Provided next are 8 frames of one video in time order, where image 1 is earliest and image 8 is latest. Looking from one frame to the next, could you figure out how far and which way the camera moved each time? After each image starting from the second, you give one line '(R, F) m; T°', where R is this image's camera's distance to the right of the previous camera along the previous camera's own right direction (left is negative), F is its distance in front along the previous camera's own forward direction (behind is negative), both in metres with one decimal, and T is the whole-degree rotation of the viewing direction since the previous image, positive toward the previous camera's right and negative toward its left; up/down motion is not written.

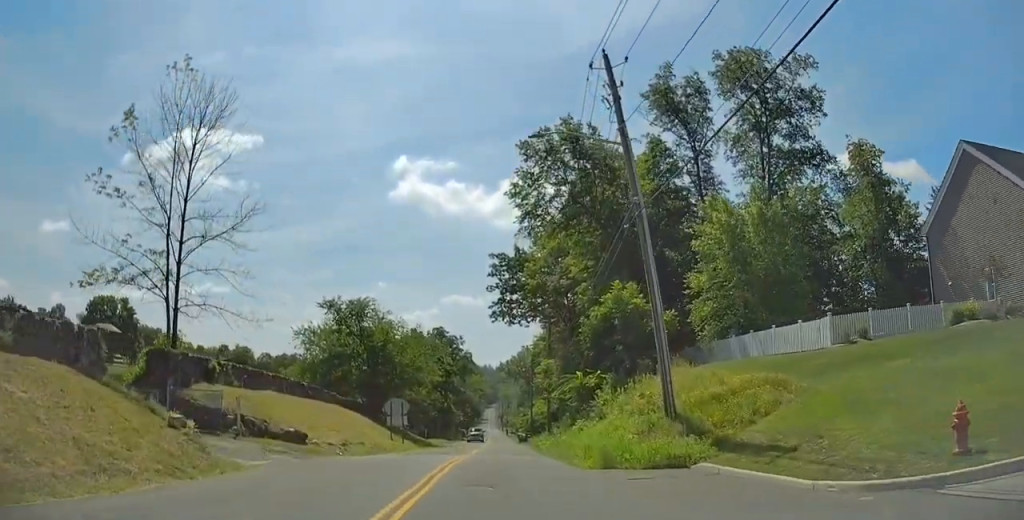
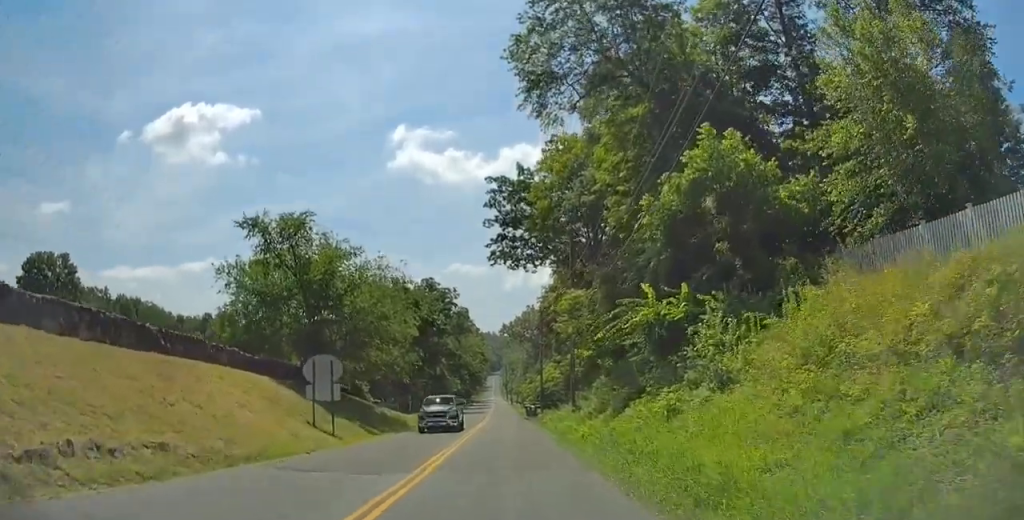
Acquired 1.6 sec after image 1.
(+4.0, +17.8) m; +6°
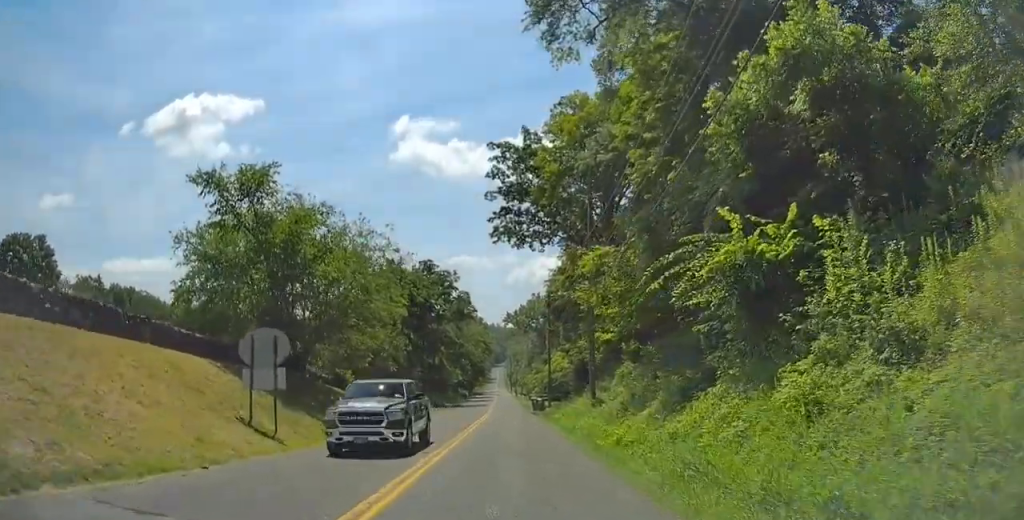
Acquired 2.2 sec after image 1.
(-0.3, +7.0) m; -3°
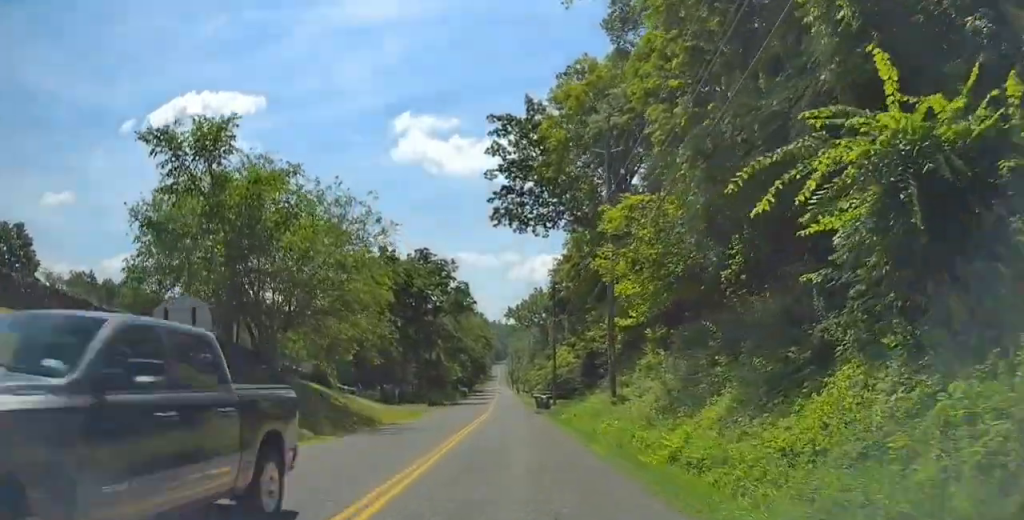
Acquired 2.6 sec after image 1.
(0.0, +5.3) m; 0°
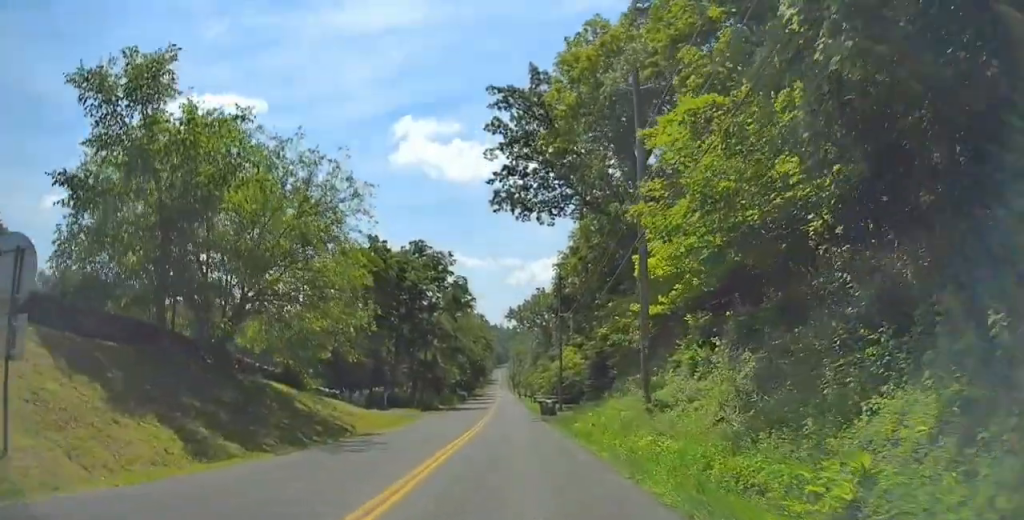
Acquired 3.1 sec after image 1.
(0.0, +5.7) m; 0°
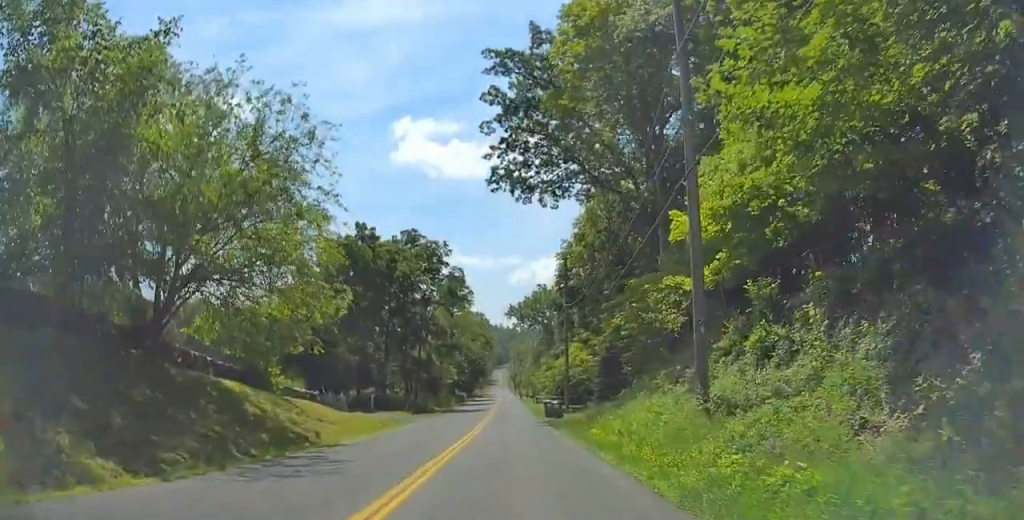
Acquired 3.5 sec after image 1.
(-0.1, +5.2) m; 0°
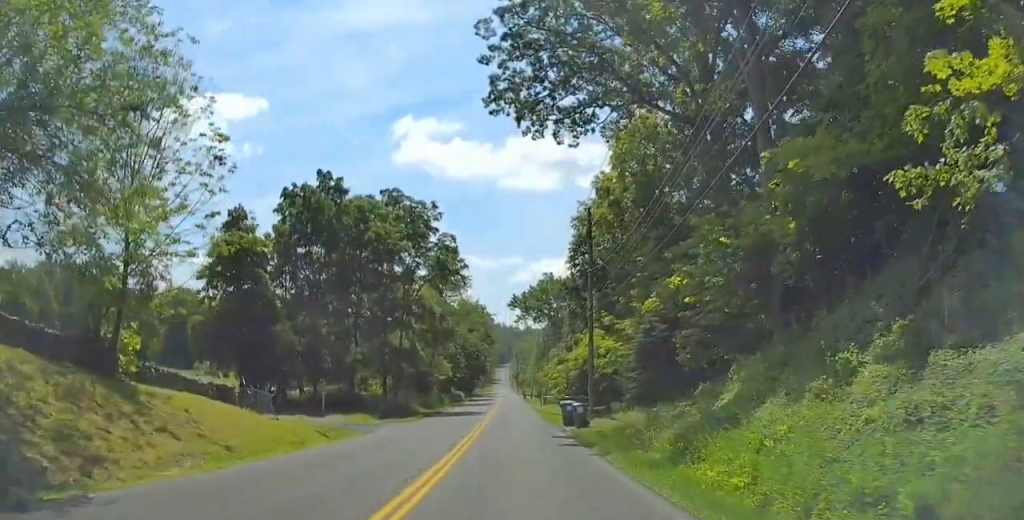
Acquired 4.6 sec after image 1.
(+0.2, +13.4) m; +1°
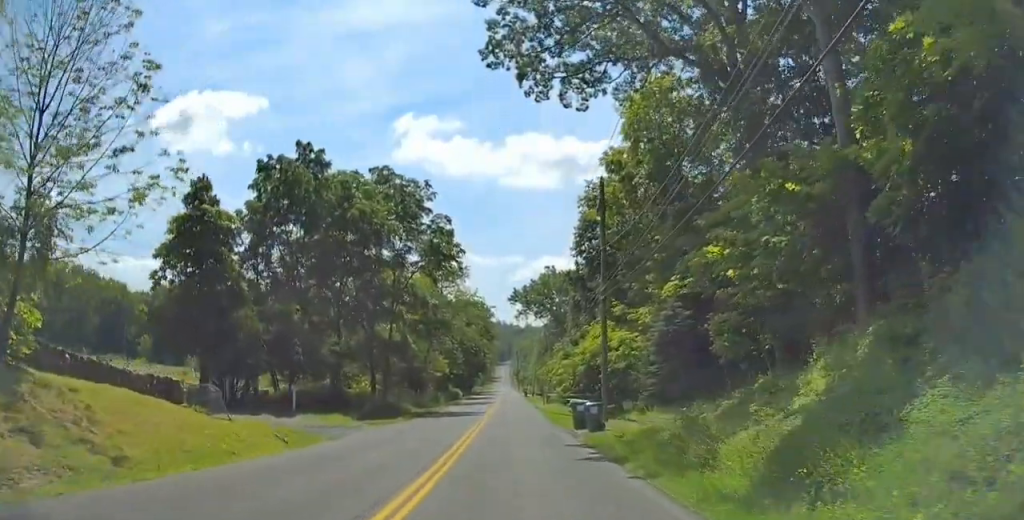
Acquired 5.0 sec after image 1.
(+0.1, +5.3) m; +1°
